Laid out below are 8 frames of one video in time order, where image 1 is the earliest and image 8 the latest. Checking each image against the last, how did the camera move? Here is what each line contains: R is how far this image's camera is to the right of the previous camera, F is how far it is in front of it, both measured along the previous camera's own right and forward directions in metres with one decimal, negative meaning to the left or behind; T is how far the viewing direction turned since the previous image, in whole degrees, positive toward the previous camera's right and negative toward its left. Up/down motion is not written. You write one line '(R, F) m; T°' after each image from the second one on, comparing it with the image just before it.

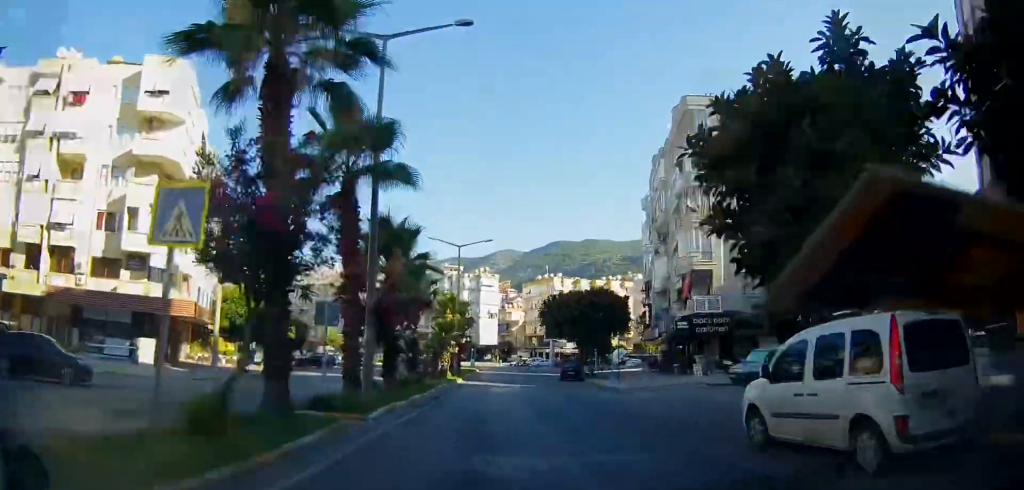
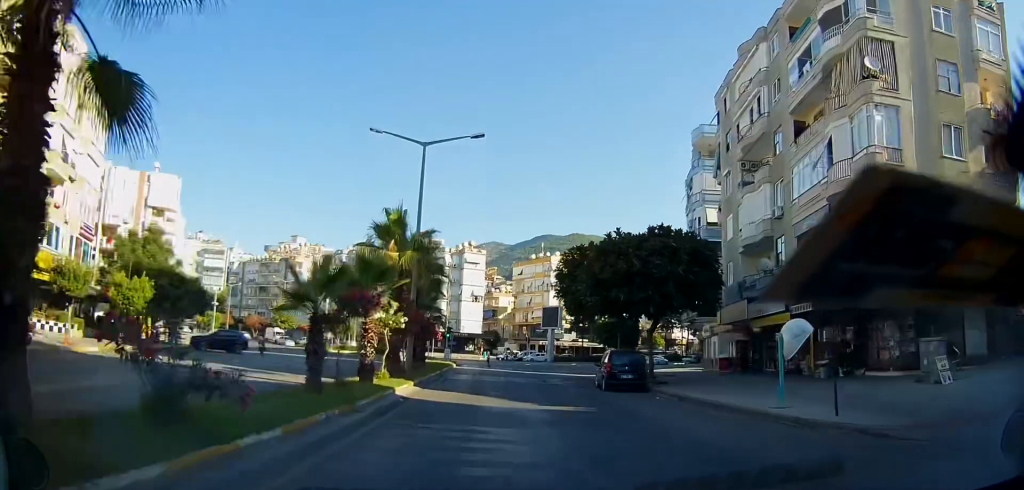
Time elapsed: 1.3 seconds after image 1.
(+0.5, +18.1) m; +2°
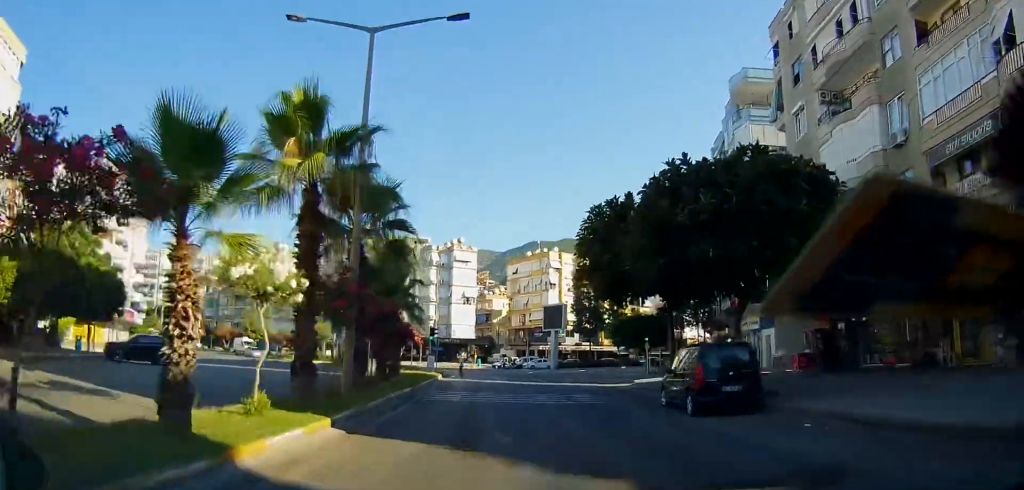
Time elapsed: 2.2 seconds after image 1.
(0.0, +11.5) m; 0°
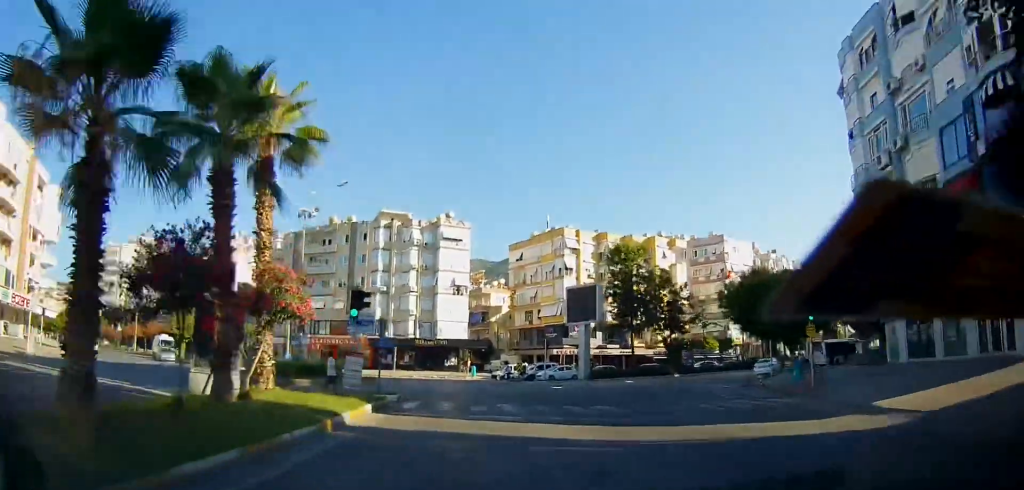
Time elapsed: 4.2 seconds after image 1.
(+0.2, +23.4) m; +1°
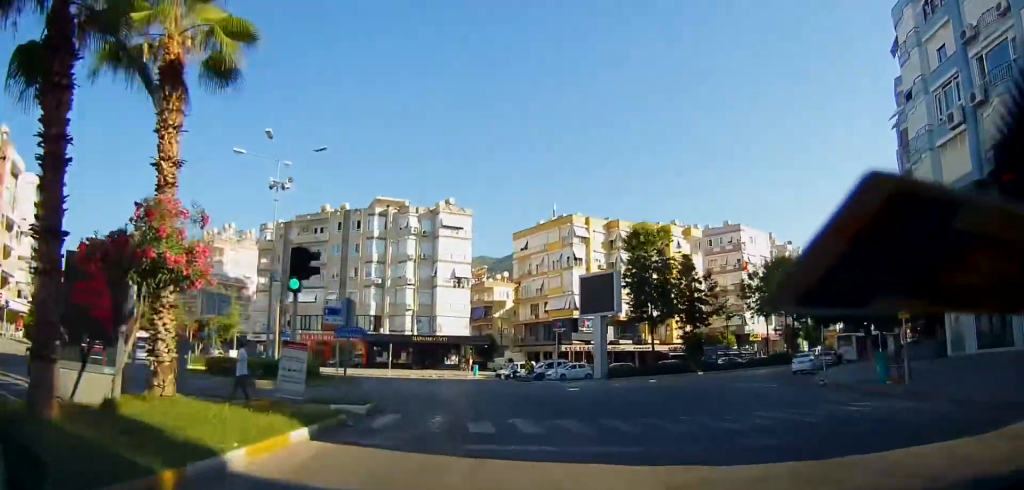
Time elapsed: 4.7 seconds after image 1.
(0.0, +5.6) m; -1°
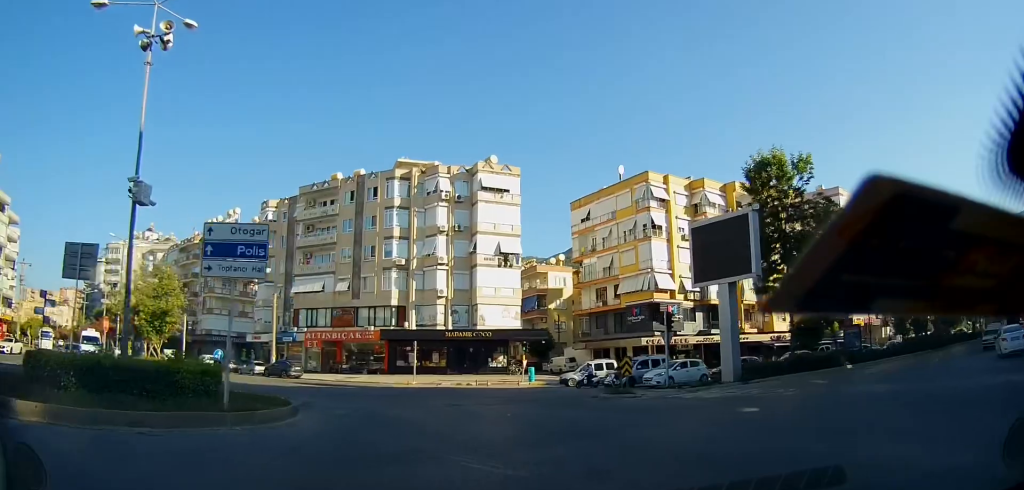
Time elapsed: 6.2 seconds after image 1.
(-0.4, +16.7) m; -4°
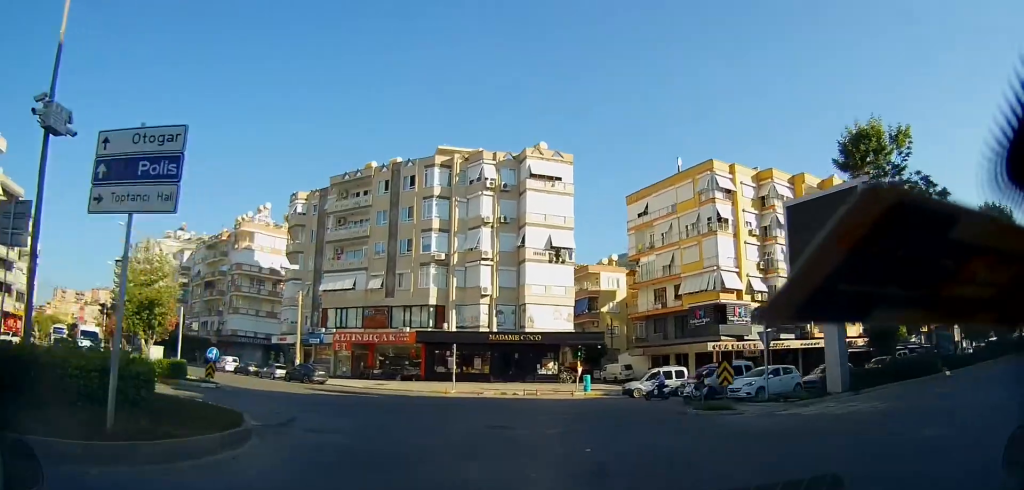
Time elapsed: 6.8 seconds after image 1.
(-0.2, +5.6) m; -3°
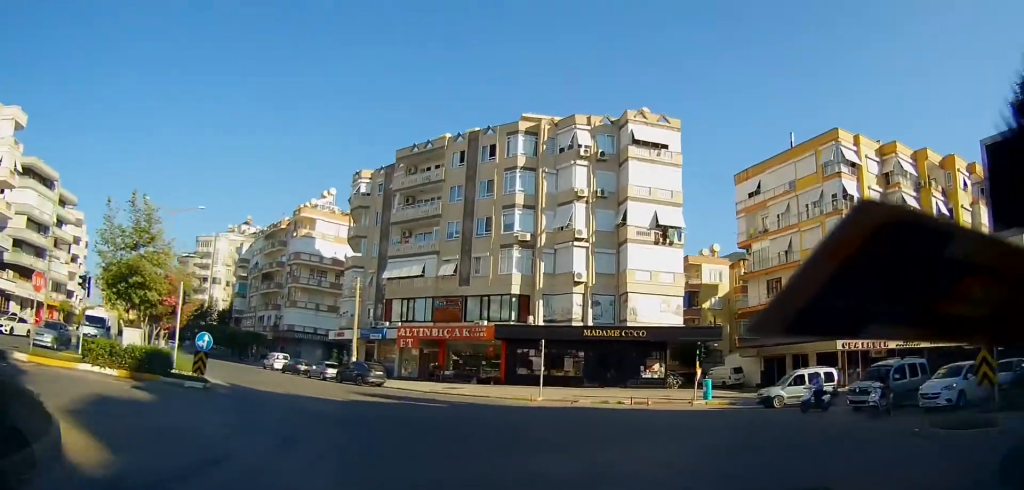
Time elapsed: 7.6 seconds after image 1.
(-0.3, +8.0) m; -6°
